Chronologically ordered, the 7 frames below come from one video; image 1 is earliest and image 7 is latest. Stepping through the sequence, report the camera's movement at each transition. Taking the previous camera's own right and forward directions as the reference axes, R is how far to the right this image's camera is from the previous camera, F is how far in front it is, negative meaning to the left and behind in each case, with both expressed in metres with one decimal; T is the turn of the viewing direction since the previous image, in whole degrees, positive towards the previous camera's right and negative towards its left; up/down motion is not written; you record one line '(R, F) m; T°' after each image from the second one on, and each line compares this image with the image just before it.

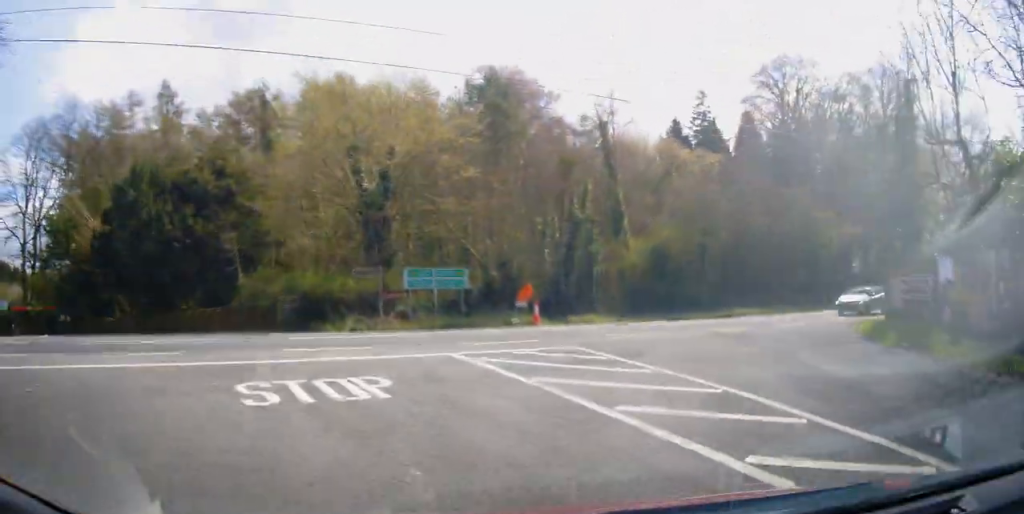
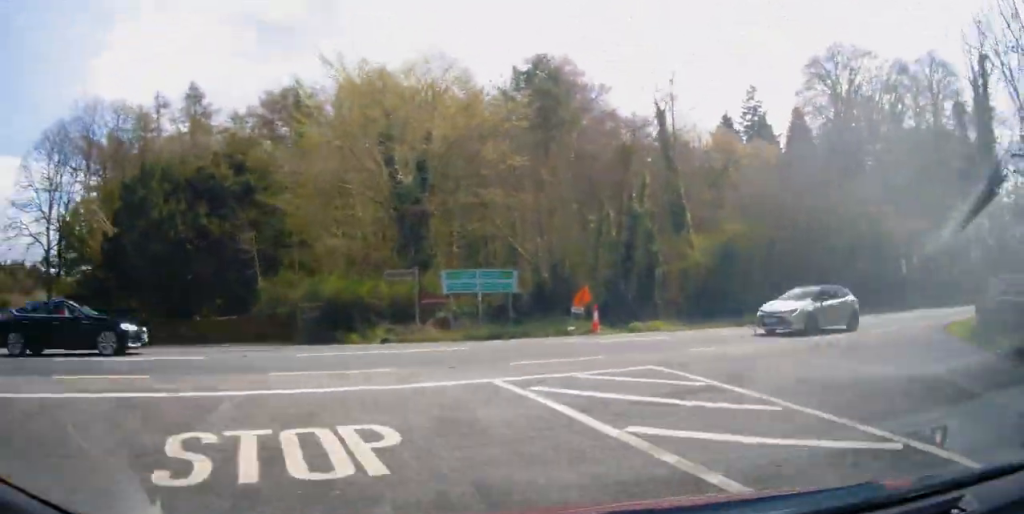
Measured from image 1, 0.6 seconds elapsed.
(0.0, +3.2) m; -3°
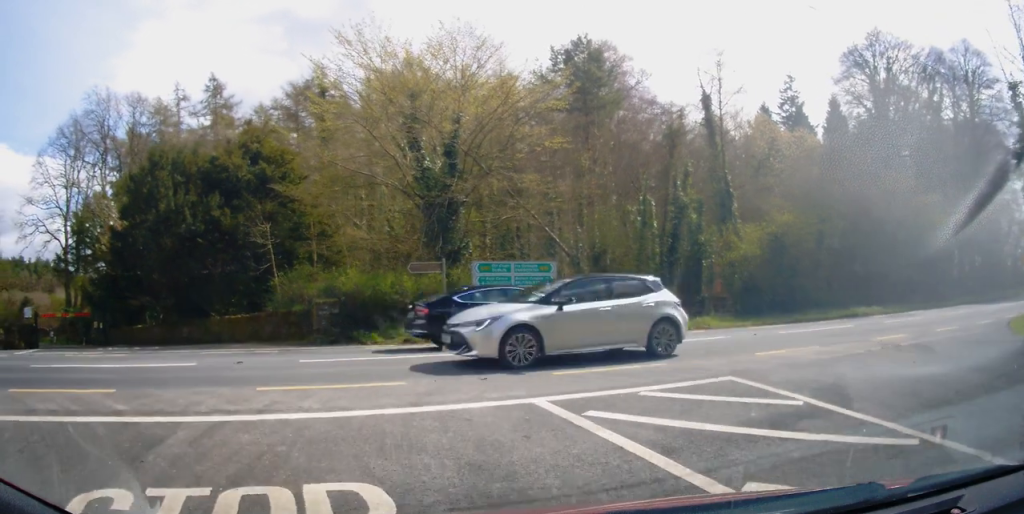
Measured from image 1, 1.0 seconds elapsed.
(-0.1, +1.6) m; -2°
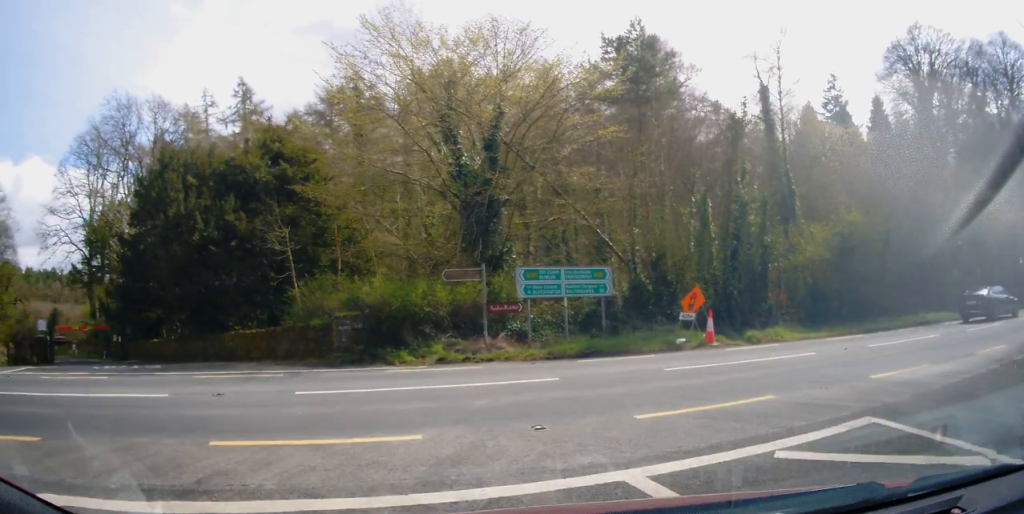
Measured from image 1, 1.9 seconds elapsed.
(-0.1, +2.4) m; -1°
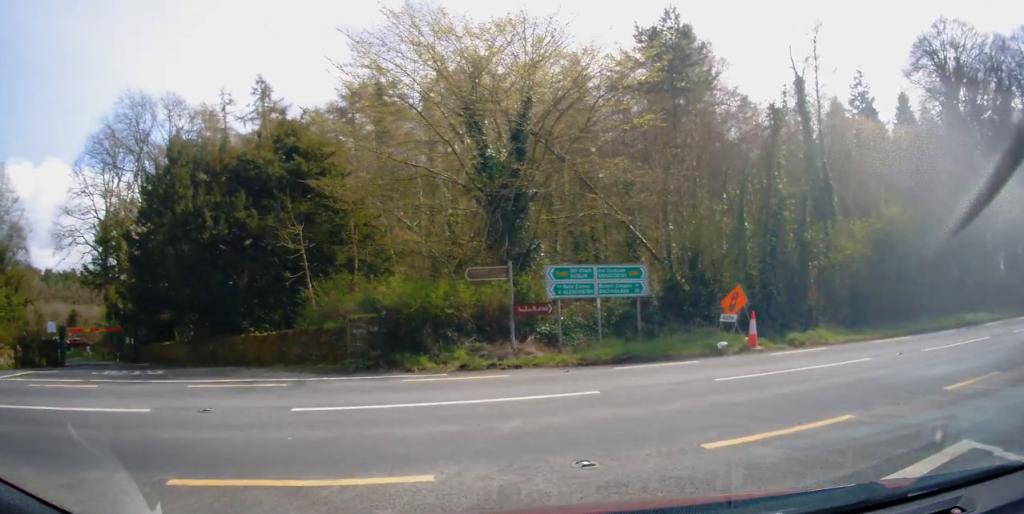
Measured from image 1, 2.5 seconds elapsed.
(-0.1, +1.4) m; +4°
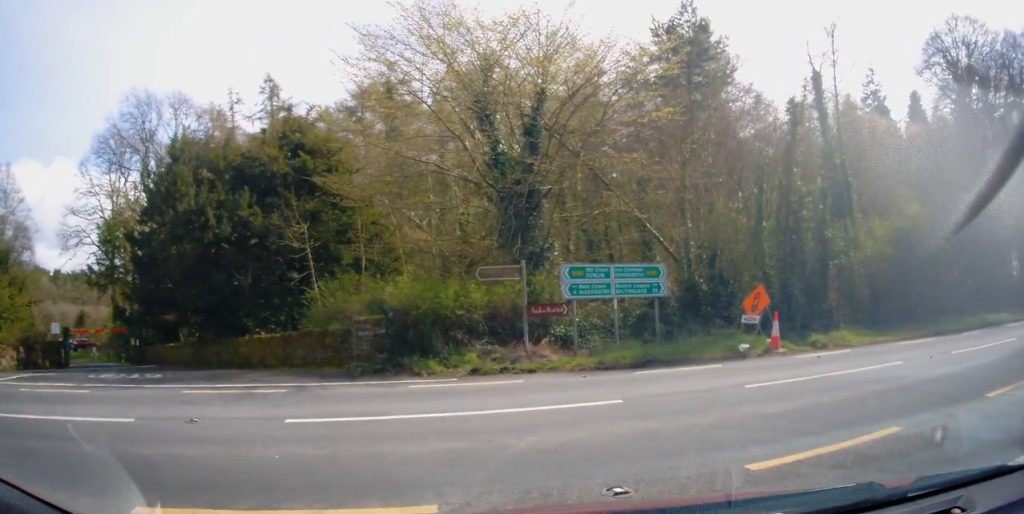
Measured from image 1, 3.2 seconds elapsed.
(+0.2, +1.0) m; 0°
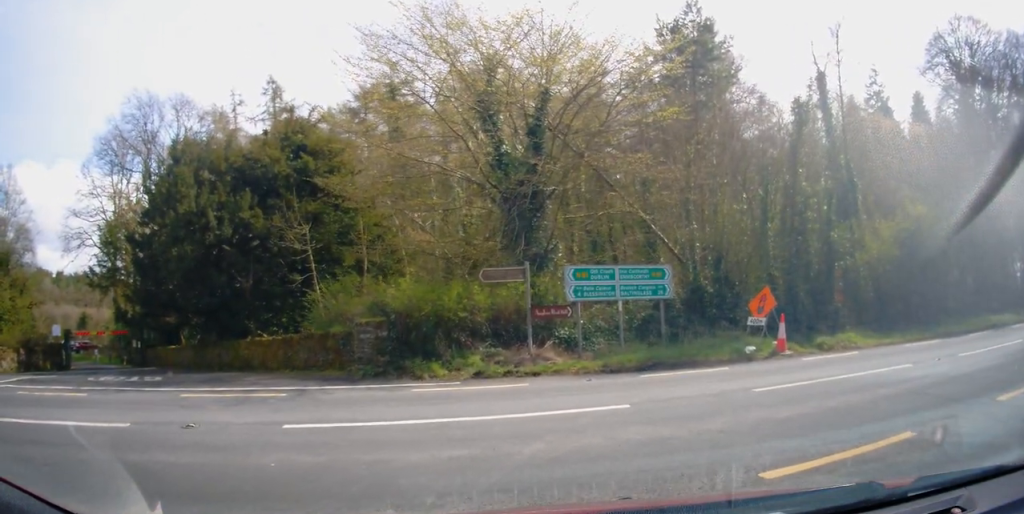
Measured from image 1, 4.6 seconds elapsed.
(-0.4, +1.1) m; 0°
